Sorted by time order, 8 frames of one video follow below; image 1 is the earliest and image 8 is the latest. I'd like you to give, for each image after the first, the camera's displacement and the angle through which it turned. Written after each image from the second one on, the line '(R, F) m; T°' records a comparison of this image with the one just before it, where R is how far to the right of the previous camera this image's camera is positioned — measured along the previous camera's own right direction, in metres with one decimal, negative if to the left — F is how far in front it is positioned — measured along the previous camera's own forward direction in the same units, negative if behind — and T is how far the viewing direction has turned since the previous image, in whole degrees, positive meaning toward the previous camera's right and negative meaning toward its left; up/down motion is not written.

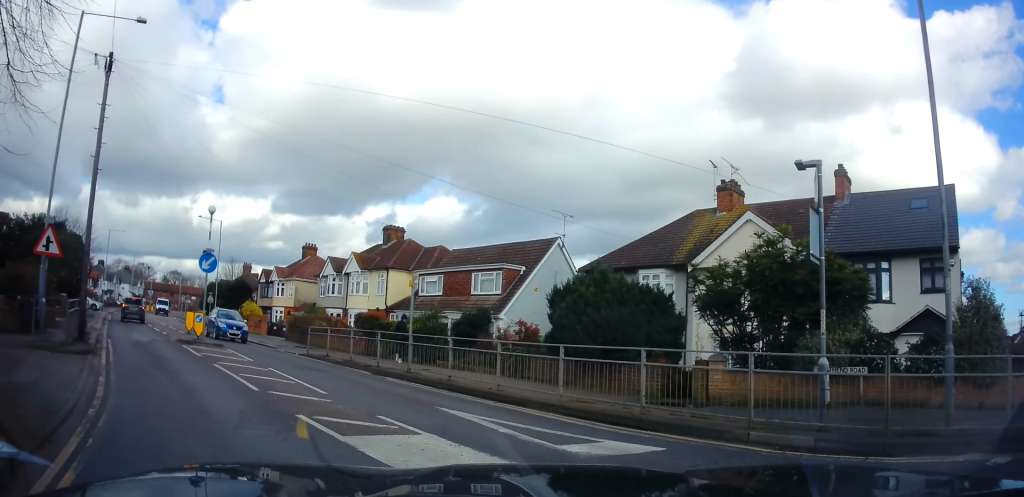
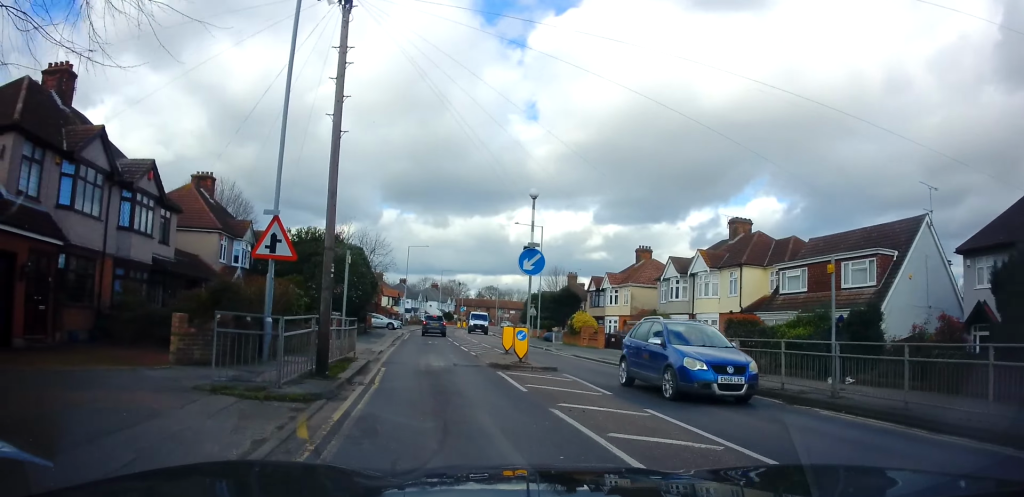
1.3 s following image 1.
(-1.2, +4.7) m; -24°
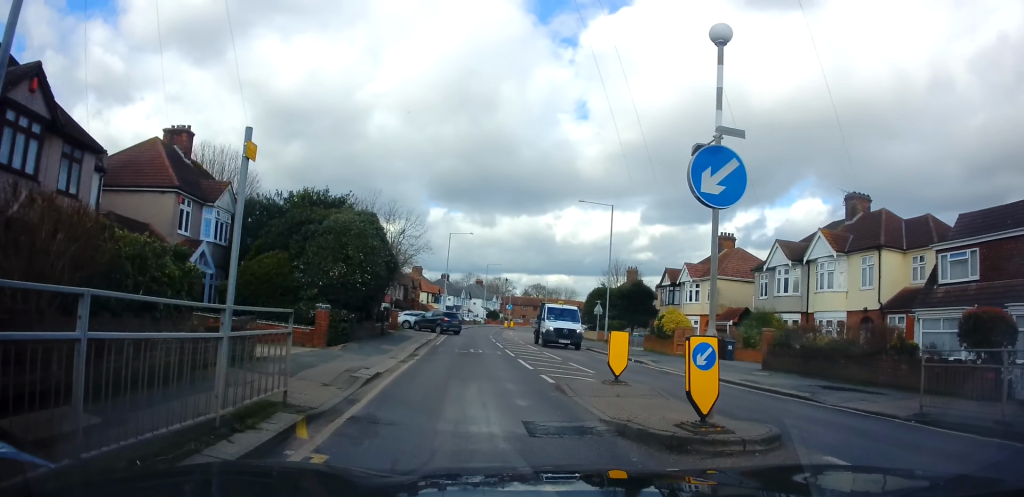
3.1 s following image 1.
(-0.9, +9.2) m; -5°
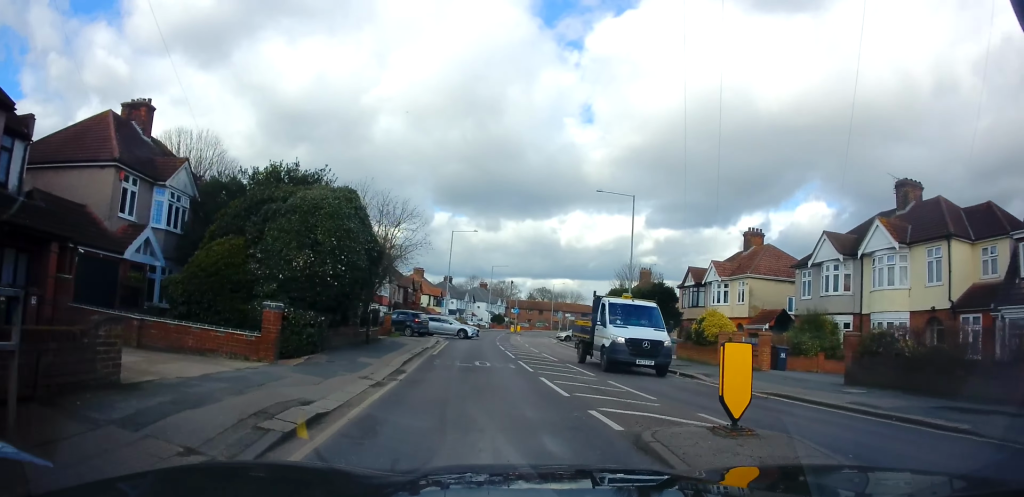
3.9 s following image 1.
(+0.1, +4.6) m; +1°
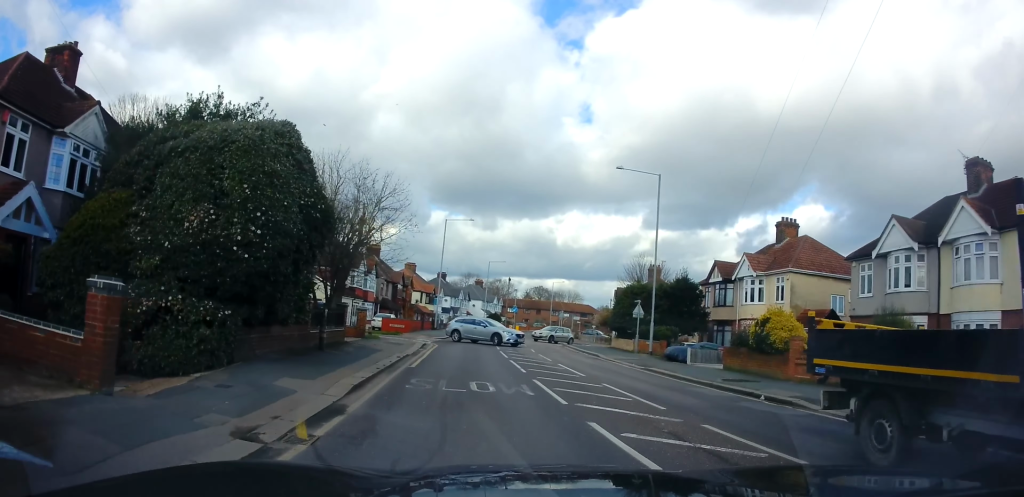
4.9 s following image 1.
(+0.1, +5.9) m; -1°
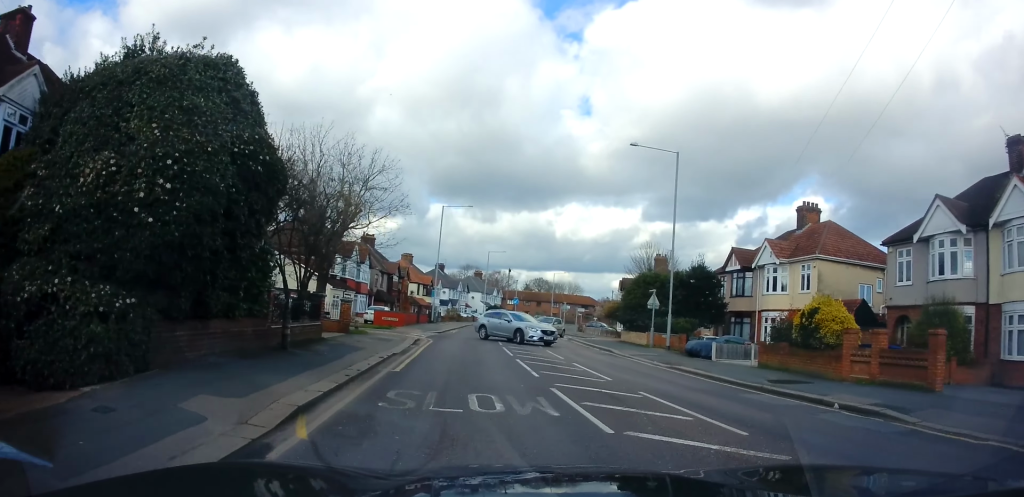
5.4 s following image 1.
(+0.1, +3.0) m; -2°
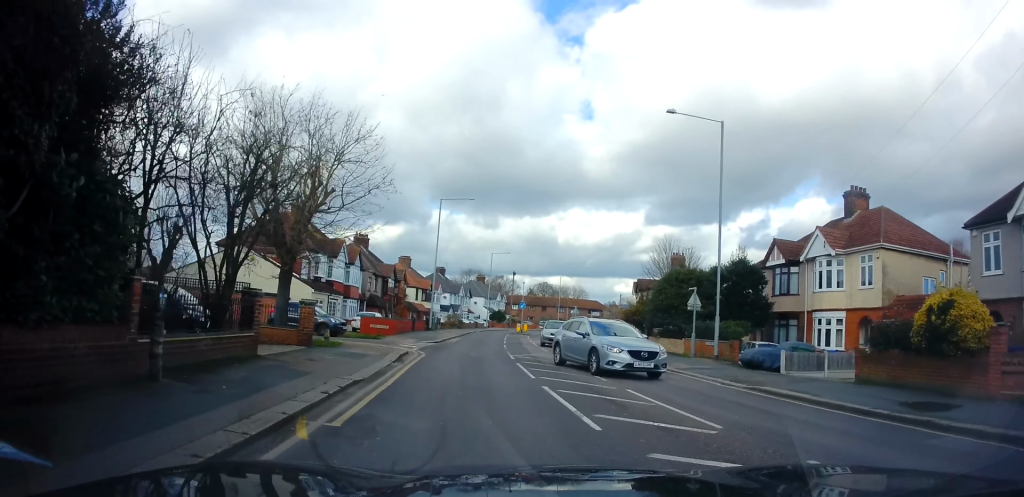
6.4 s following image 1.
(-0.4, +5.4) m; 0°
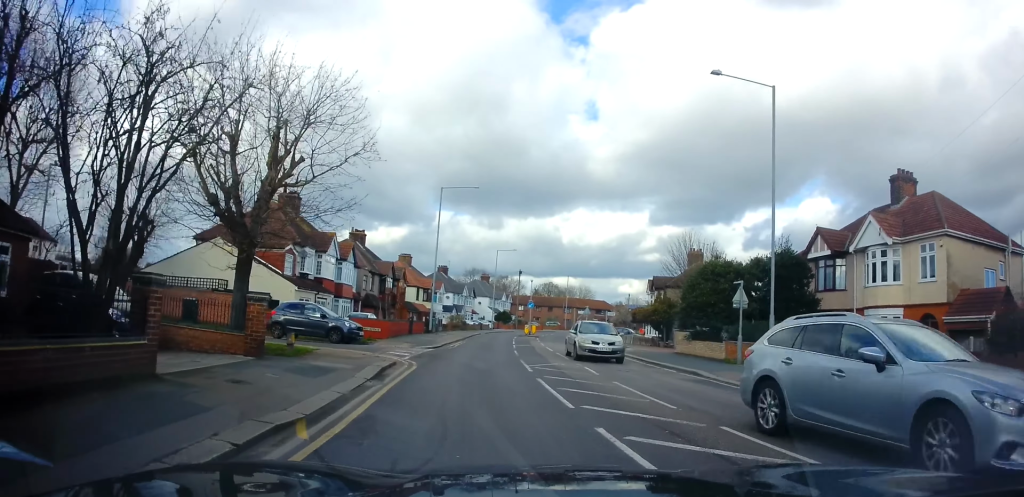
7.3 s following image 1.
(+0.3, +4.3) m; +3°
